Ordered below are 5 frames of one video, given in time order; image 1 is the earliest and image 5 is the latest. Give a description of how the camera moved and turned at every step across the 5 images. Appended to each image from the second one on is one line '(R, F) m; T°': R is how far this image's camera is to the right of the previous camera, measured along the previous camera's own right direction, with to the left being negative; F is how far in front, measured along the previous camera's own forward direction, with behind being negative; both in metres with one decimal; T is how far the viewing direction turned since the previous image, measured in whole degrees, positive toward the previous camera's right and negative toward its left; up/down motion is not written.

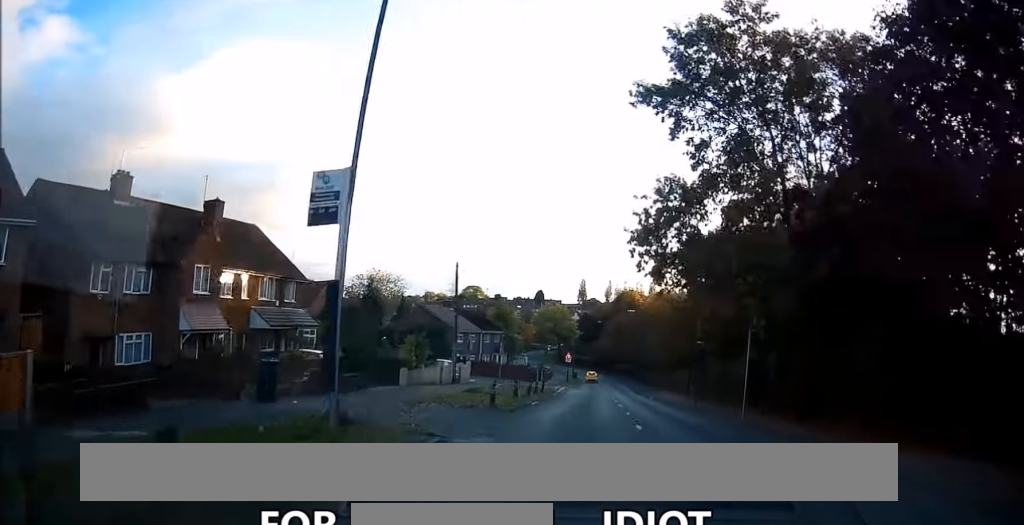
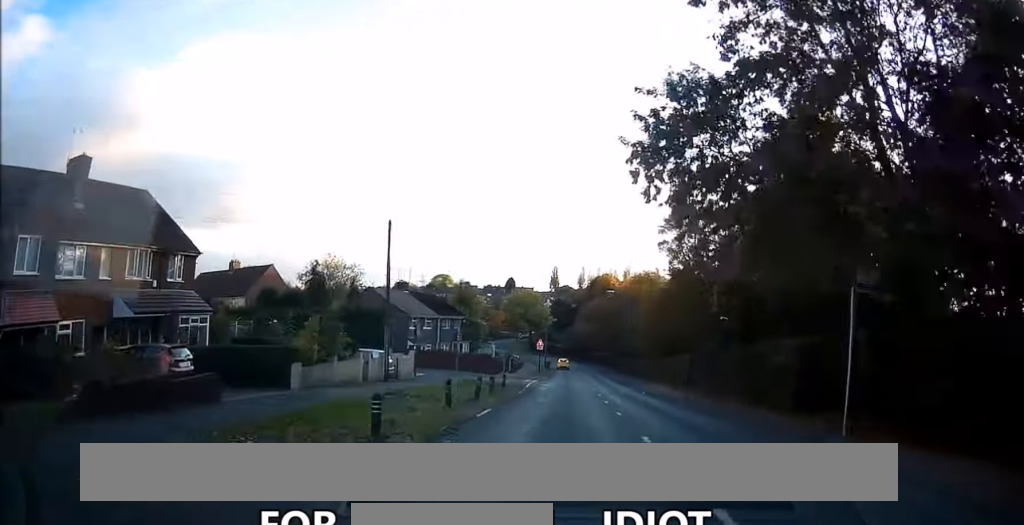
(+0.3, +9.5) m; +3°
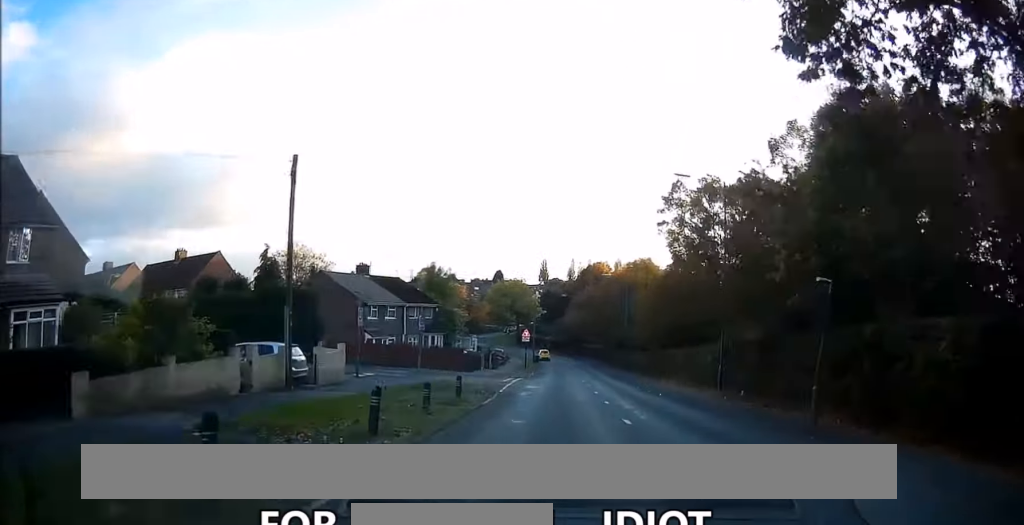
(+0.2, +9.7) m; +2°
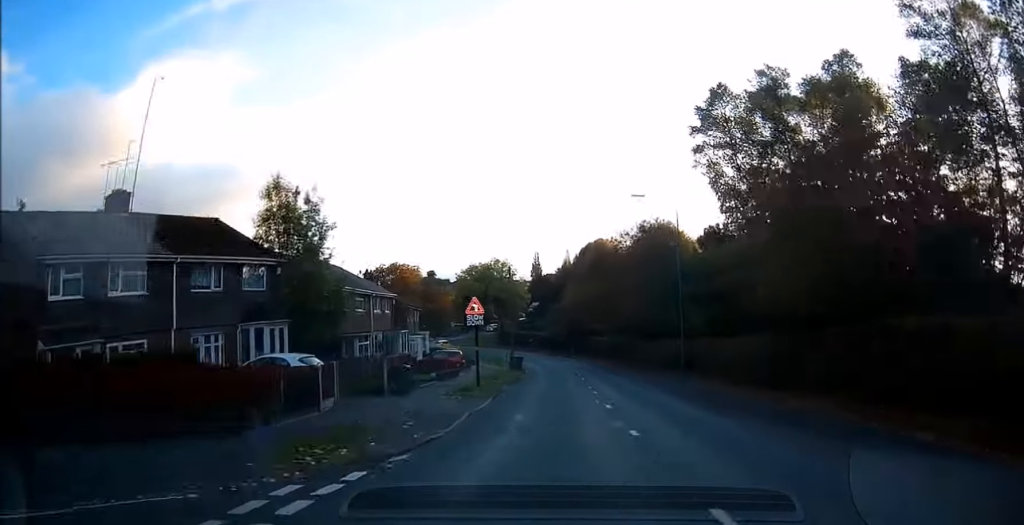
(-0.5, +32.1) m; -2°
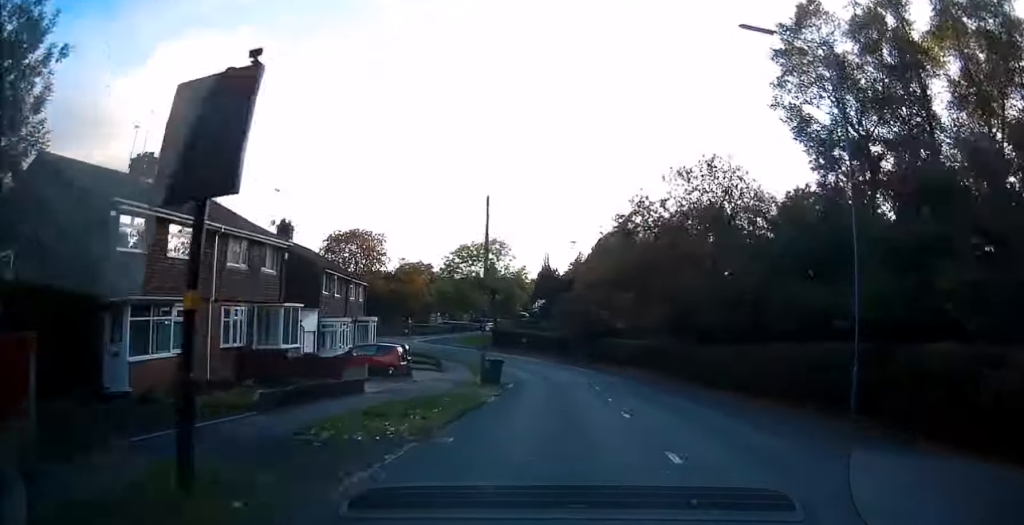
(0.0, +20.4) m; +1°
